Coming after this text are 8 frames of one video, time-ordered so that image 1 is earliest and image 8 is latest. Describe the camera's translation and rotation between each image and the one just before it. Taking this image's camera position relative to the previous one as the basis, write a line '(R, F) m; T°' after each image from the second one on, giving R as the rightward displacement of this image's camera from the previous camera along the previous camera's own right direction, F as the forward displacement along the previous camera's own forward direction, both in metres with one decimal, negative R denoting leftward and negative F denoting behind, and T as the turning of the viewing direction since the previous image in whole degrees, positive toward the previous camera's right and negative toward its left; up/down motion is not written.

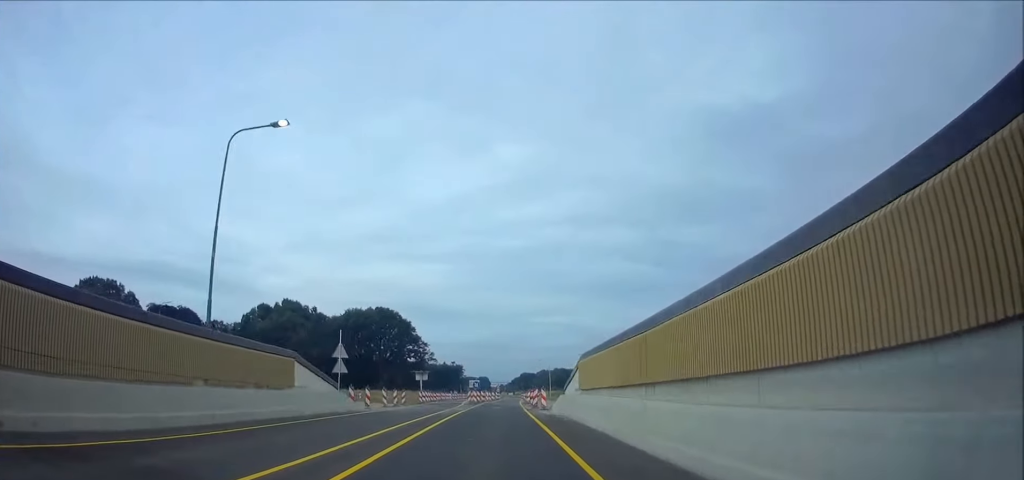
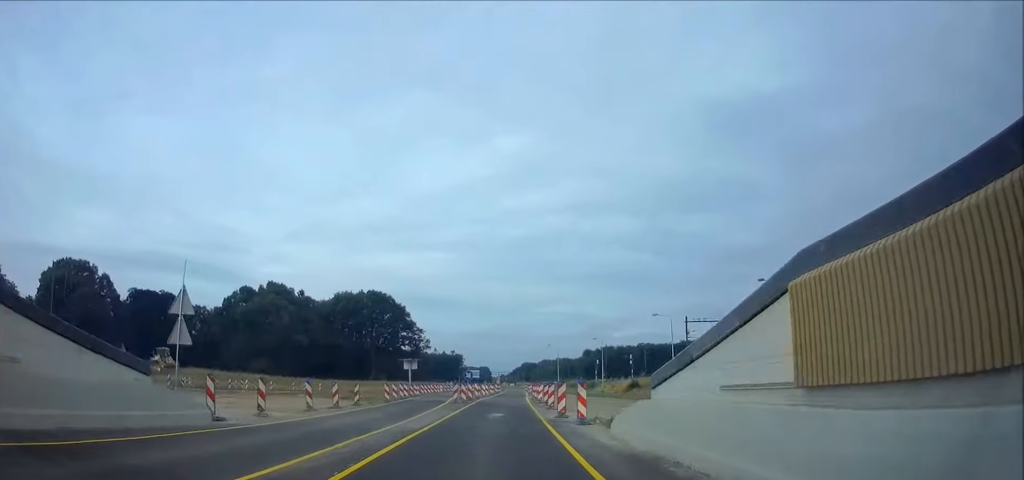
(+0.1, +16.7) m; +1°
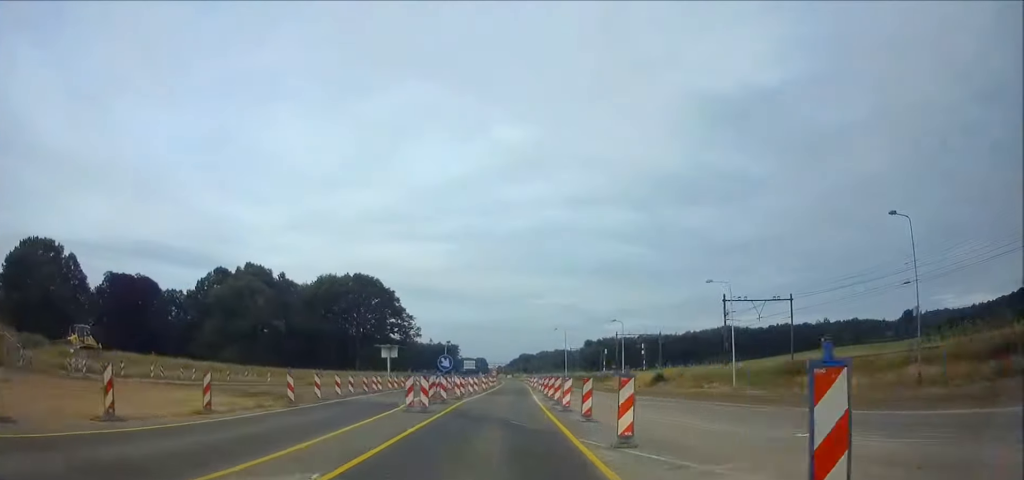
(+0.1, +18.0) m; 0°
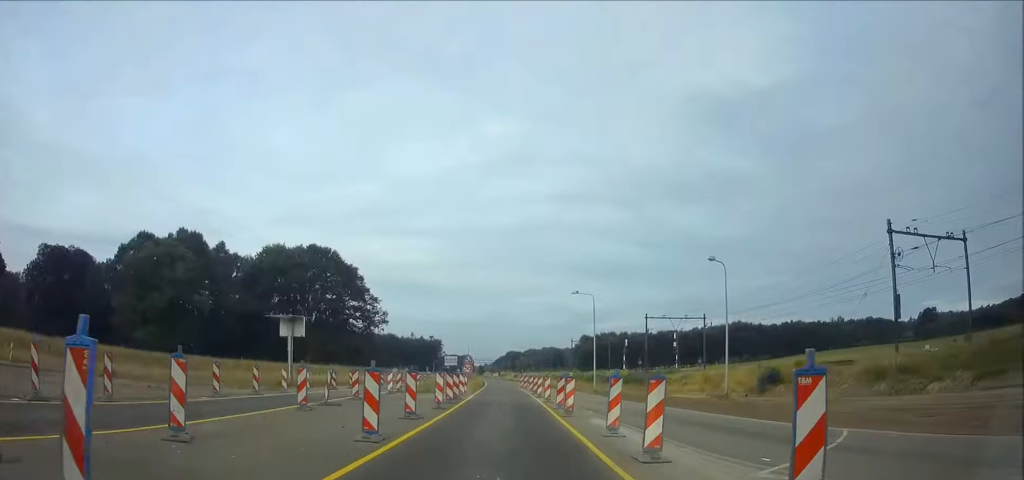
(+0.1, +39.6) m; 0°
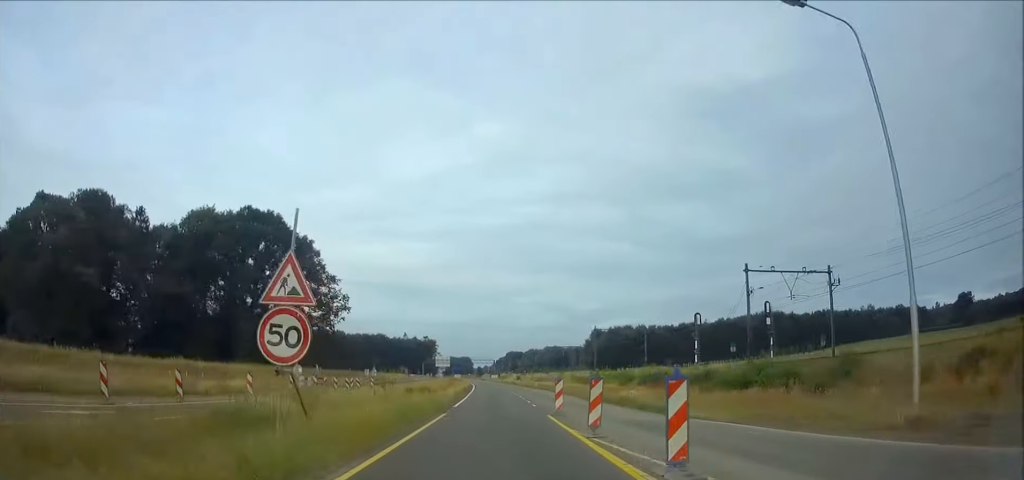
(+0.3, +42.8) m; 0°
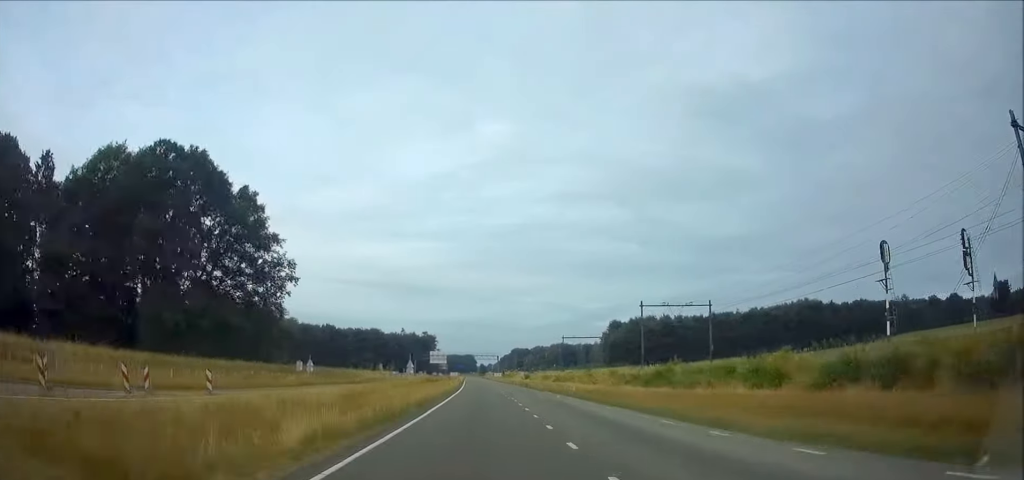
(-0.3, +37.1) m; 0°
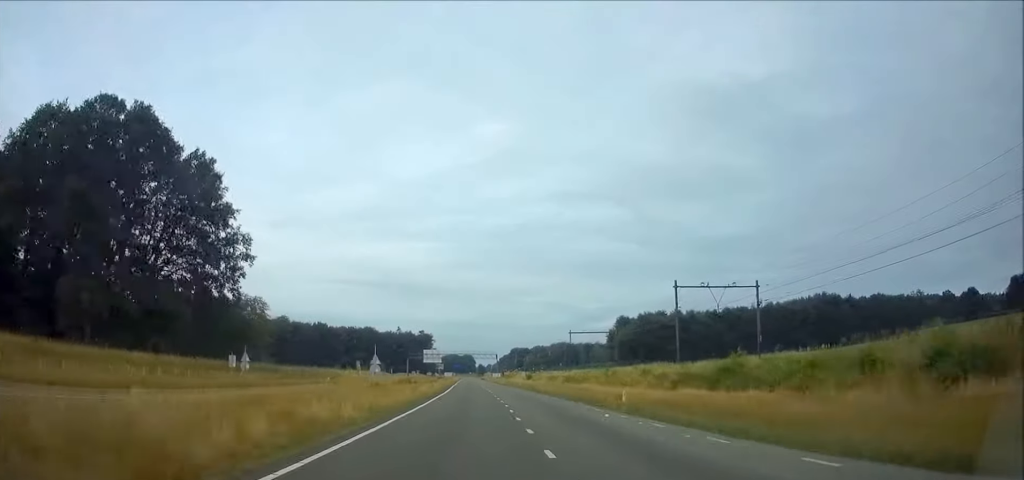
(+0.2, +16.8) m; 0°
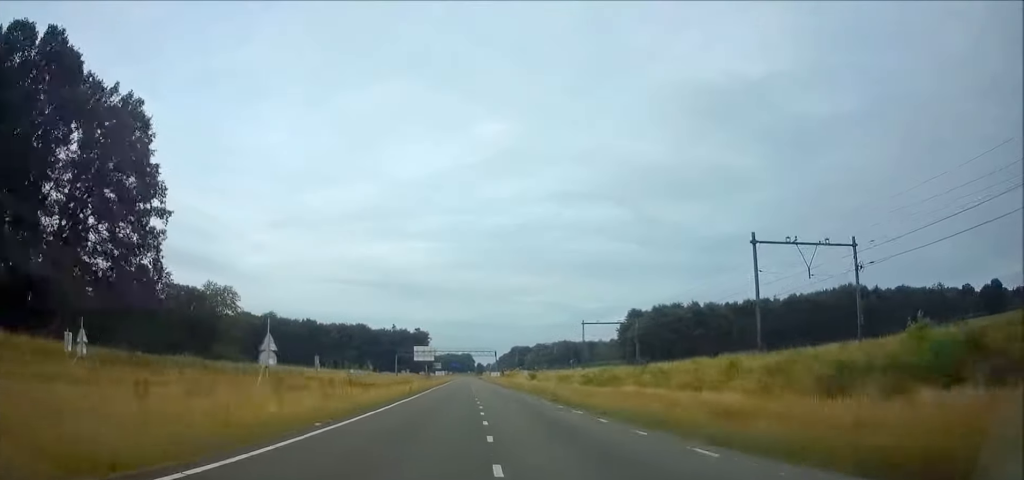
(0.0, +21.9) m; 0°
